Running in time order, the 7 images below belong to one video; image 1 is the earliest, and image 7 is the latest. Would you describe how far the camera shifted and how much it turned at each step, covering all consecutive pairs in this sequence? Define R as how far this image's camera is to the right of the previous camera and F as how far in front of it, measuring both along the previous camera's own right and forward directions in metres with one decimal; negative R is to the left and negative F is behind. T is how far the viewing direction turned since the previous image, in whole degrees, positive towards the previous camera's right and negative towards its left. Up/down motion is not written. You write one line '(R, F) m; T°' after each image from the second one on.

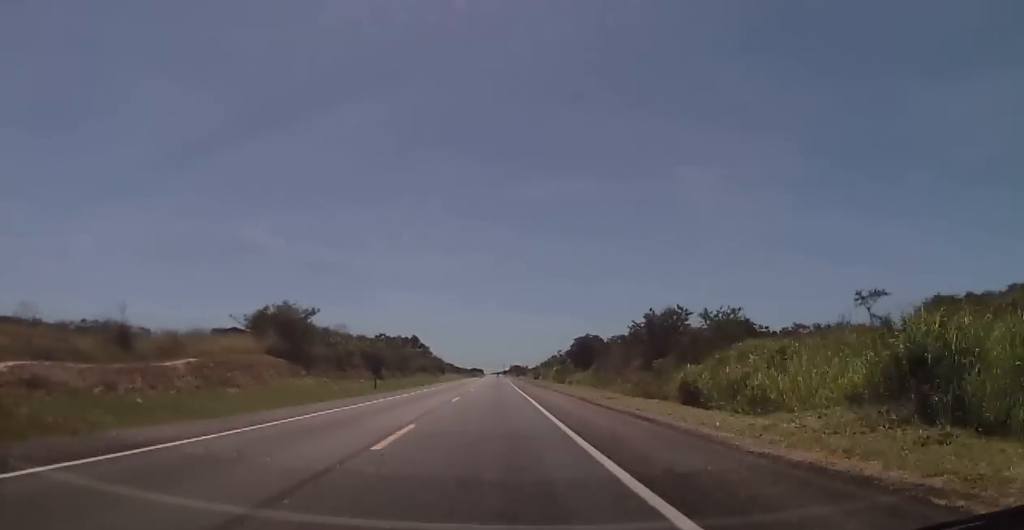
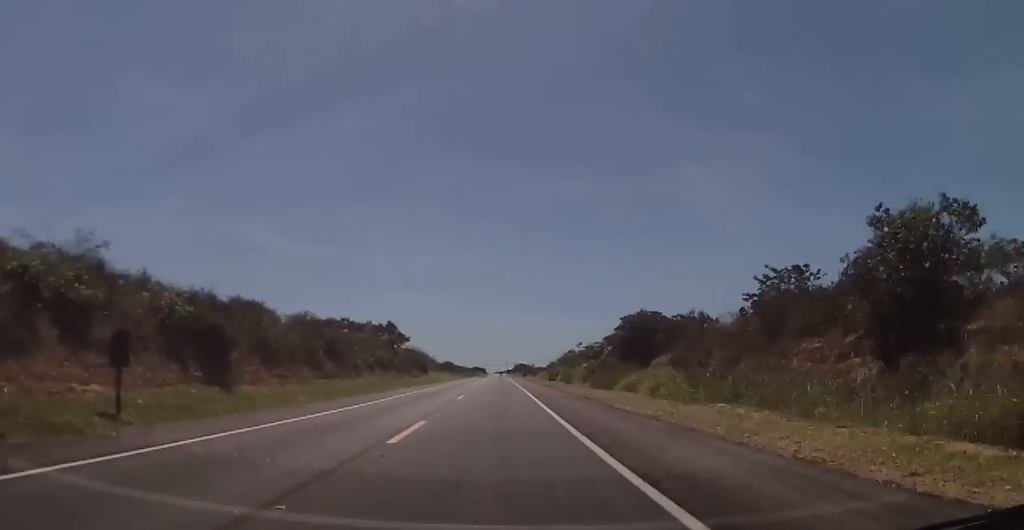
(-0.1, +36.5) m; 0°
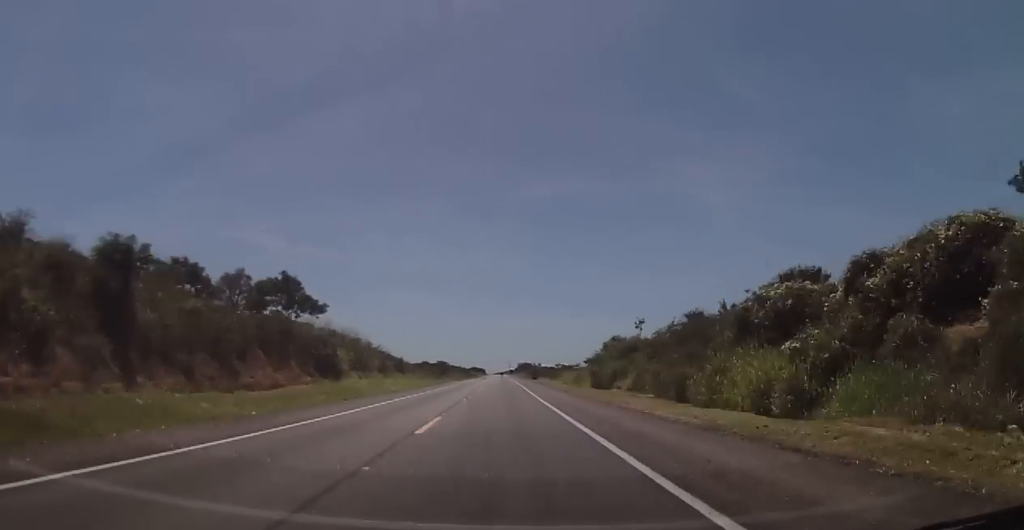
(+0.2, +55.3) m; 0°
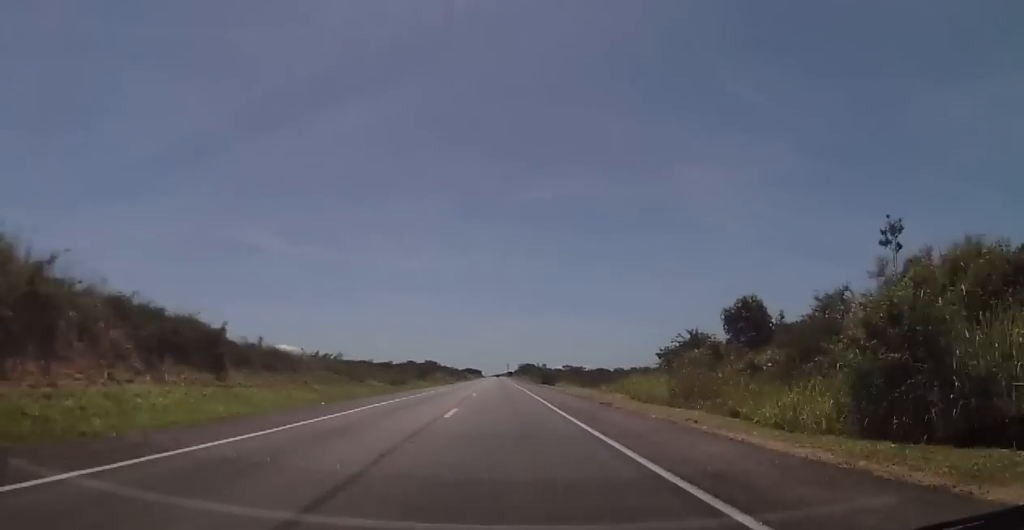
(-0.4, +50.9) m; 0°
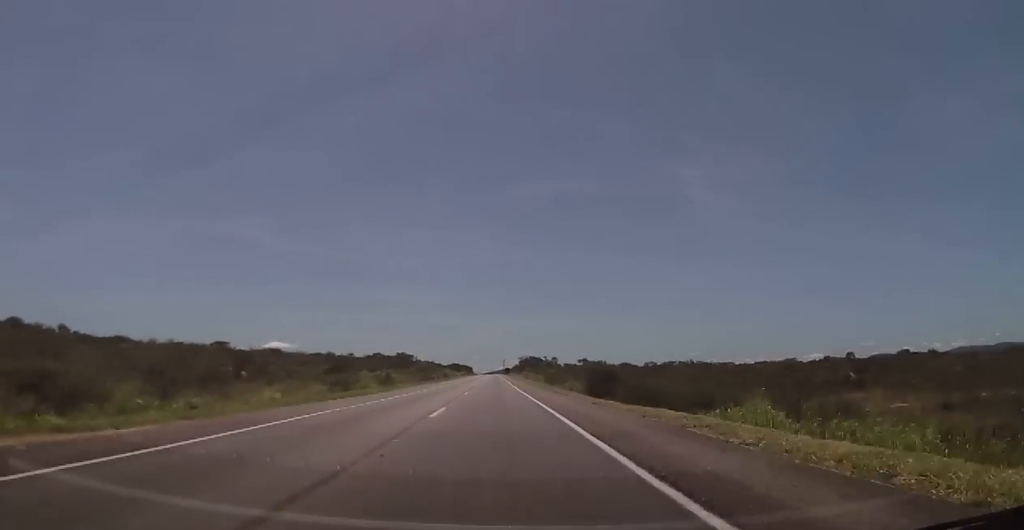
(+0.1, +77.5) m; +1°
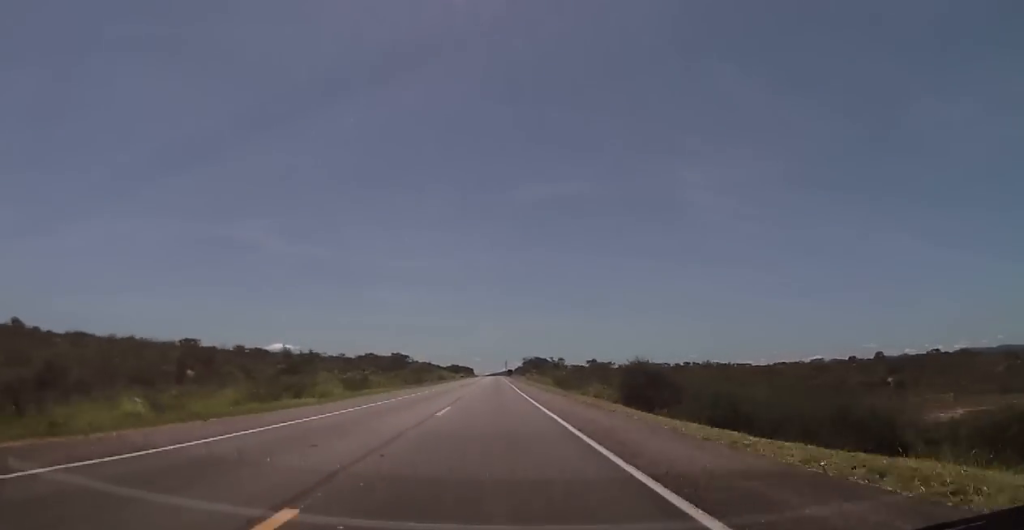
(+0.1, +17.3) m; 0°
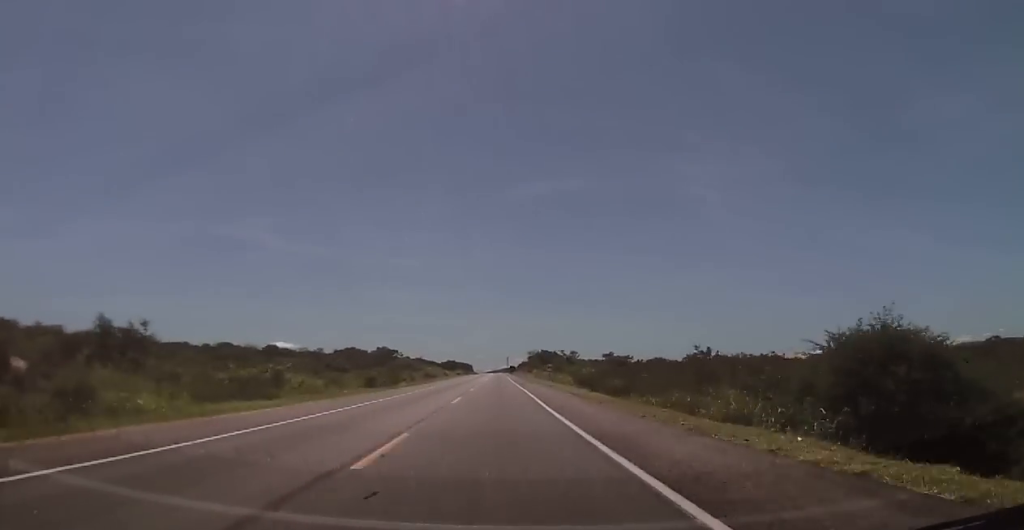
(+0.2, +30.5) m; 0°
